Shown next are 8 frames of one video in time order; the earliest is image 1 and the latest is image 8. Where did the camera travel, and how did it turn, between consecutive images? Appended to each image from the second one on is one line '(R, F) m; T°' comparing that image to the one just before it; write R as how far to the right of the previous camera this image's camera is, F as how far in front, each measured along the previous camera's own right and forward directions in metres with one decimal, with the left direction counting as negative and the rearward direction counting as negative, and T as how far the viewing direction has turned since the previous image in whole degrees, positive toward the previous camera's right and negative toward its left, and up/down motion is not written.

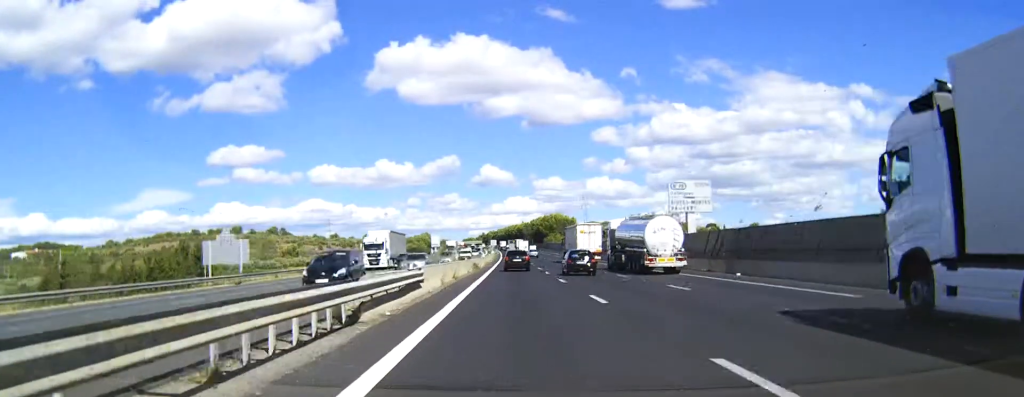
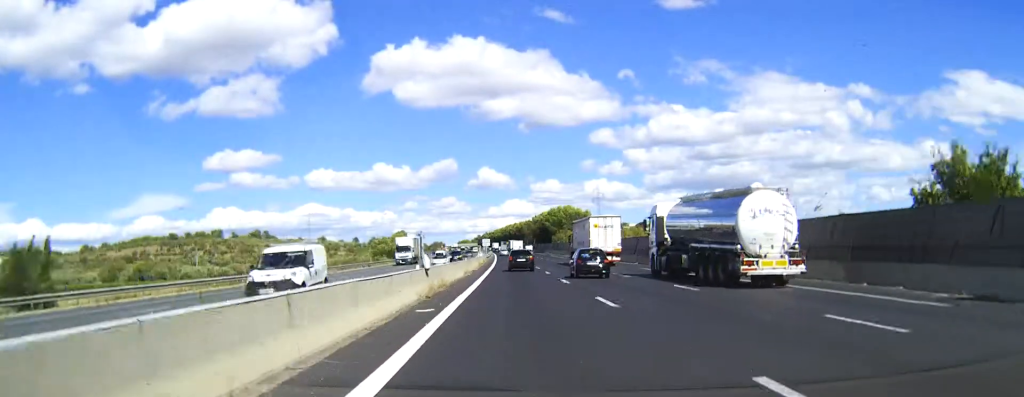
(0.0, +53.0) m; 0°
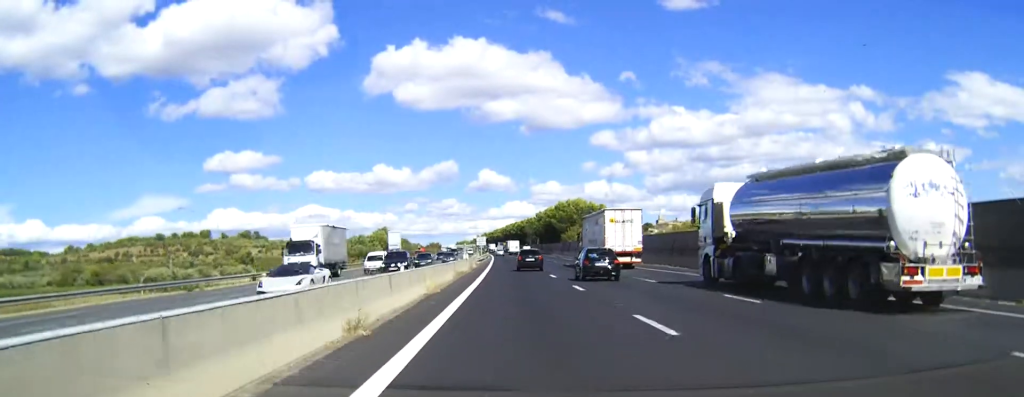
(0.0, +31.9) m; 0°
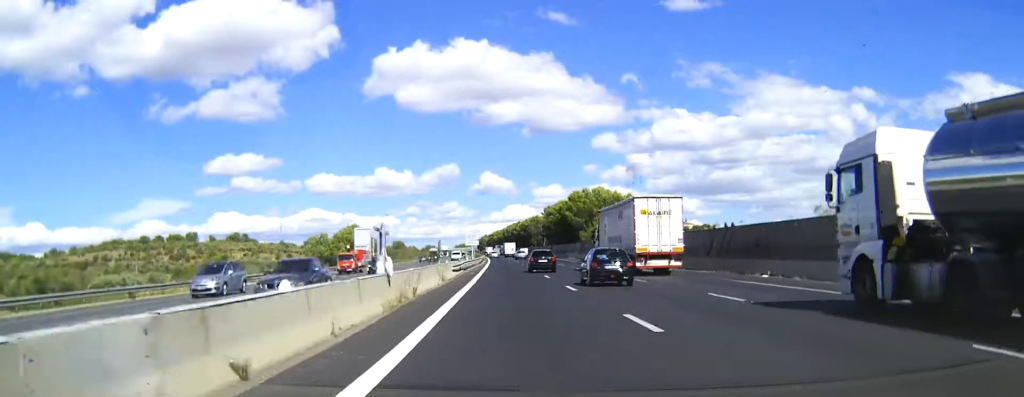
(0.0, +37.9) m; 0°
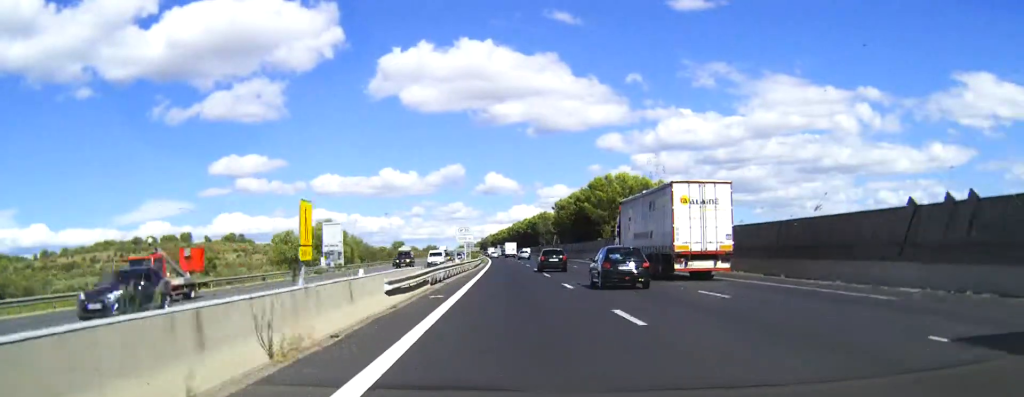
(0.0, +24.8) m; 0°
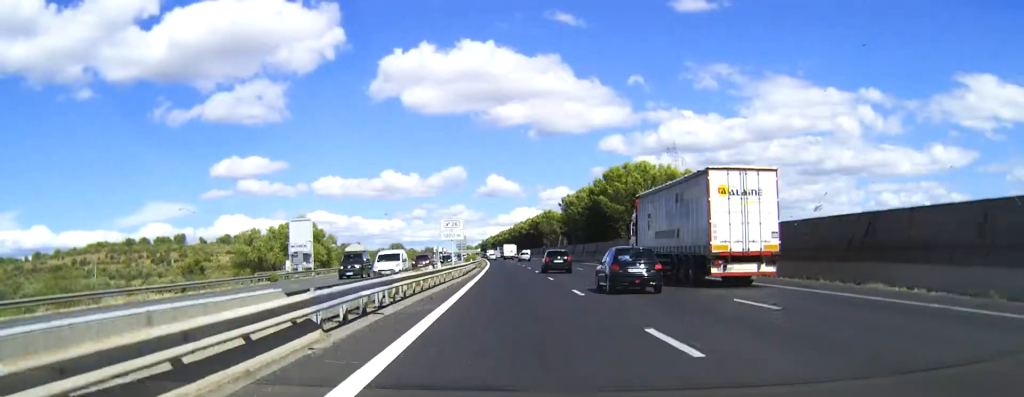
(0.0, +16.5) m; 0°
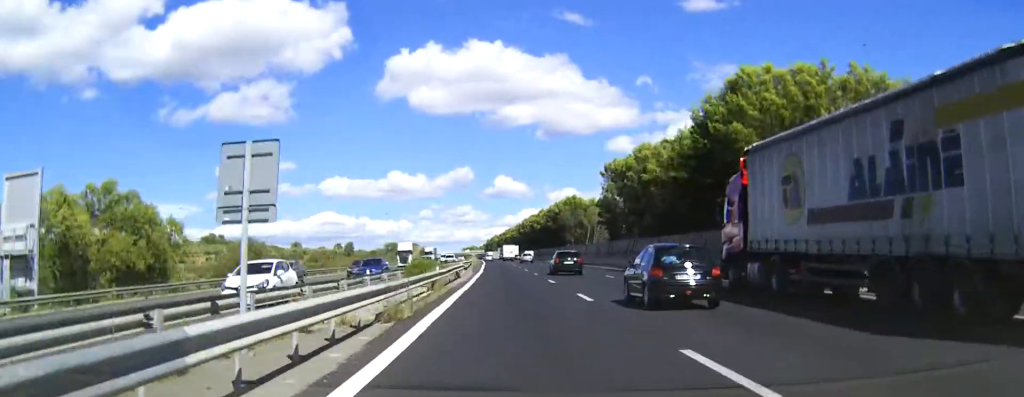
(-0.5, +54.3) m; -1°
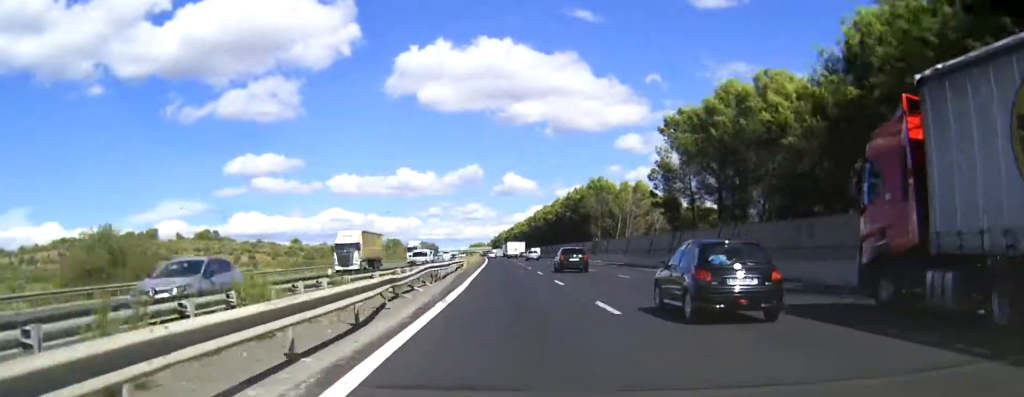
(-0.4, +30.7) m; -1°
